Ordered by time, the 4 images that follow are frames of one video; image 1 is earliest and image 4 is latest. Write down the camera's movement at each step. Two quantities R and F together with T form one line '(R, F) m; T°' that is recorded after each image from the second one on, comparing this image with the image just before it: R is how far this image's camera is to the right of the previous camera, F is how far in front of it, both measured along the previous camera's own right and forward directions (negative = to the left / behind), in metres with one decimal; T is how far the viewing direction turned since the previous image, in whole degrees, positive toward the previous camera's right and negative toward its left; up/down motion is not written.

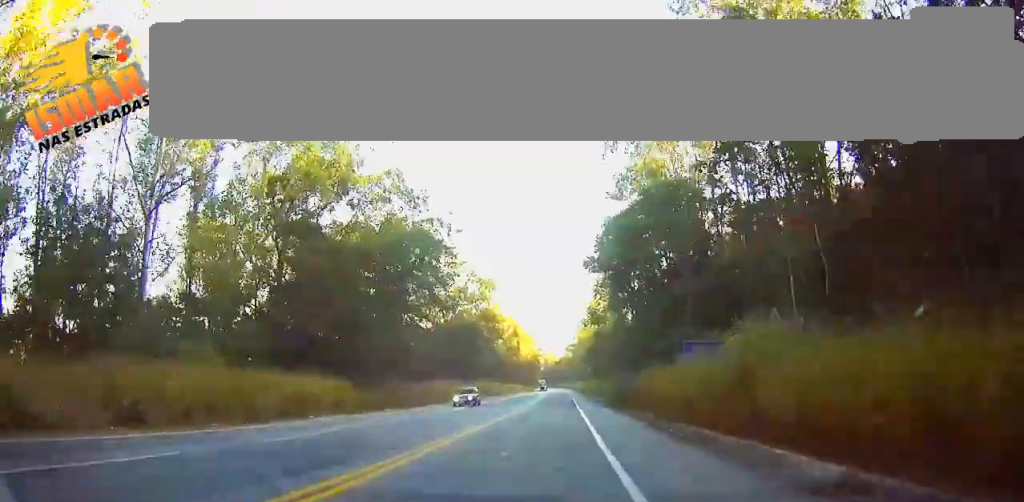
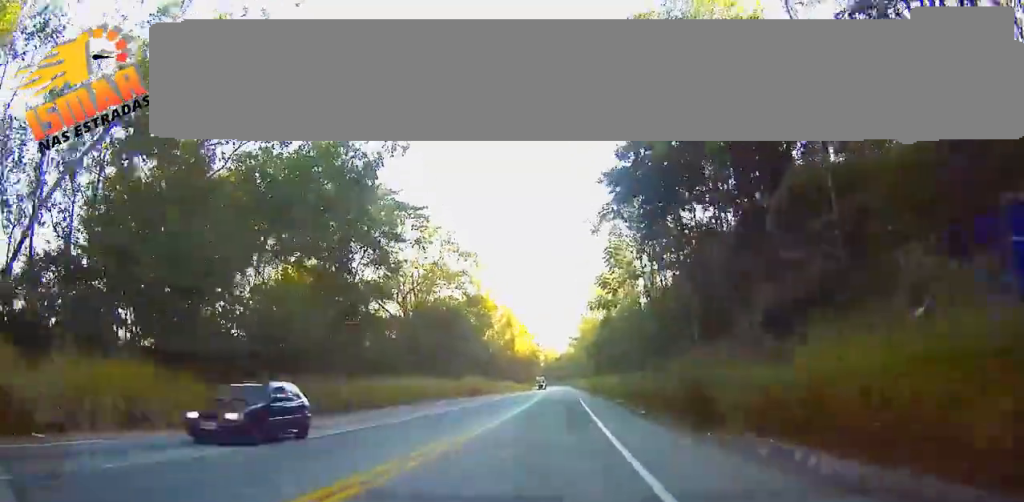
(+0.6, +21.5) m; +2°
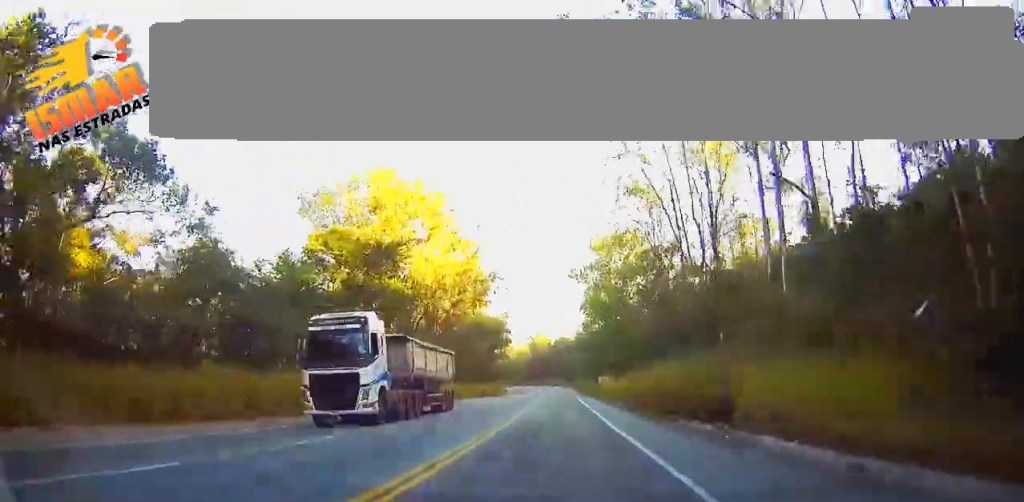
(-0.2, +155.3) m; 0°
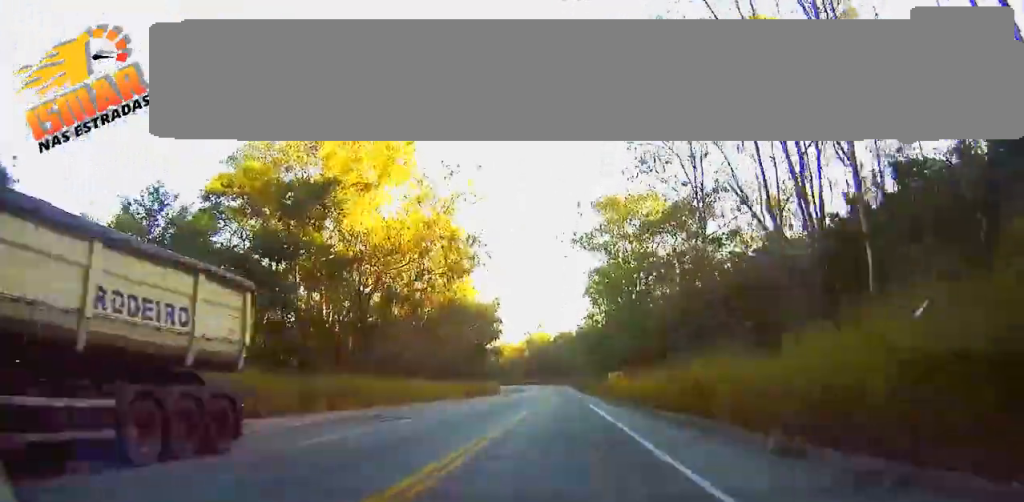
(-0.2, +22.4) m; 0°
